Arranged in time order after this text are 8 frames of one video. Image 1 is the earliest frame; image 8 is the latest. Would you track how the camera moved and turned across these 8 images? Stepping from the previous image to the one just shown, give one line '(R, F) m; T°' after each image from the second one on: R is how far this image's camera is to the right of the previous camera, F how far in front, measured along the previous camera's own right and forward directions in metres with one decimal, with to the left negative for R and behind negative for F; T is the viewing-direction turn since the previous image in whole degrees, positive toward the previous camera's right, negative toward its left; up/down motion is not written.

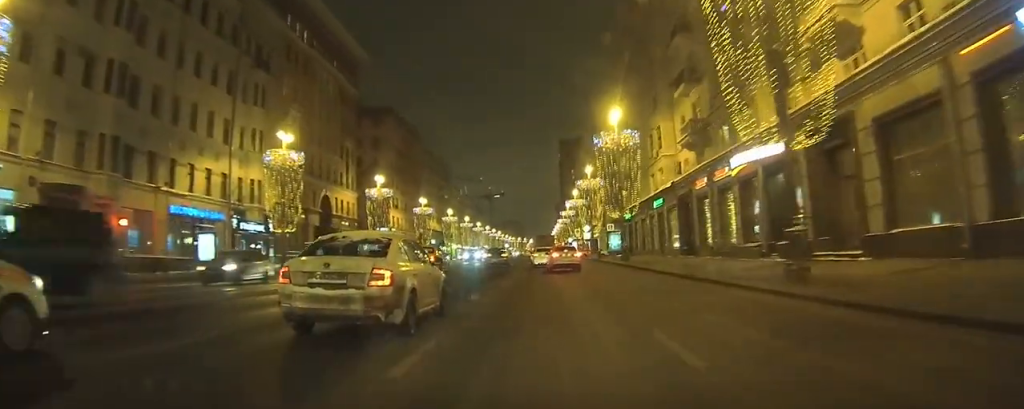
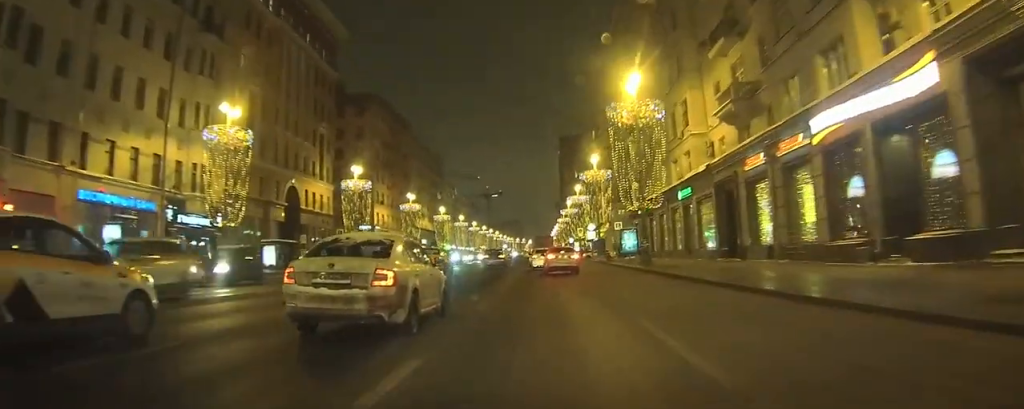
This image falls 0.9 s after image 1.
(+0.1, +9.3) m; -1°
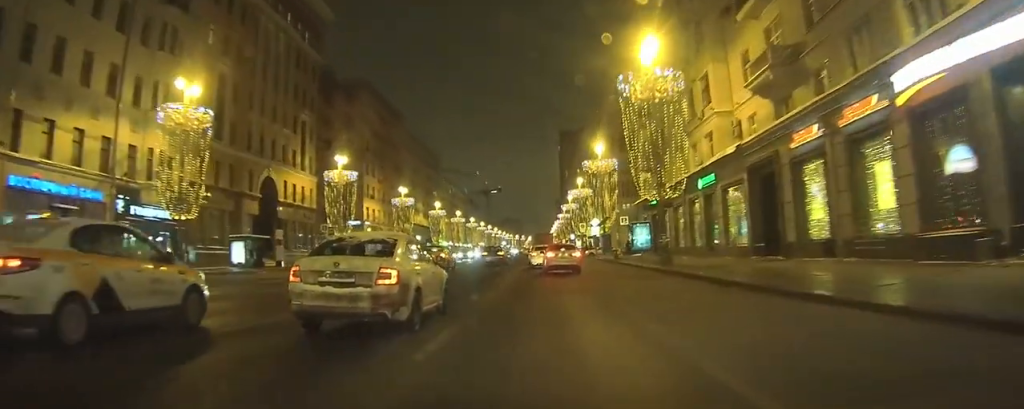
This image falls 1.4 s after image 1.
(-0.2, +5.2) m; -2°
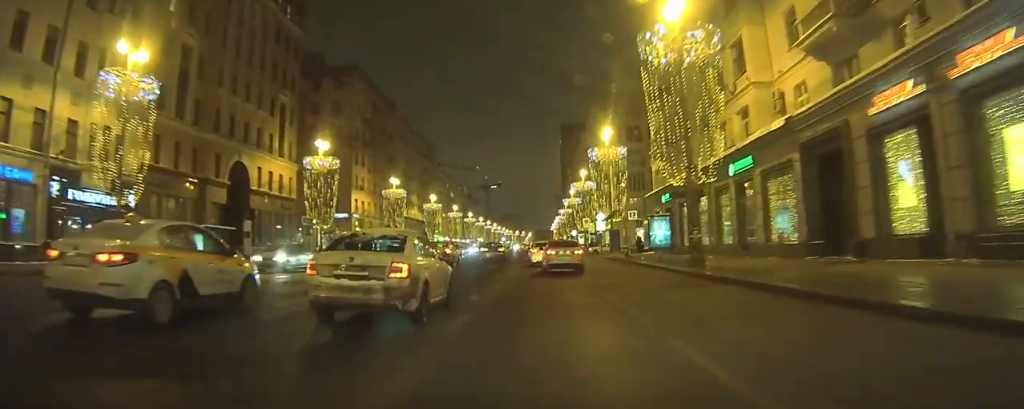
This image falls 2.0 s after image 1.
(-0.1, +5.8) m; -2°
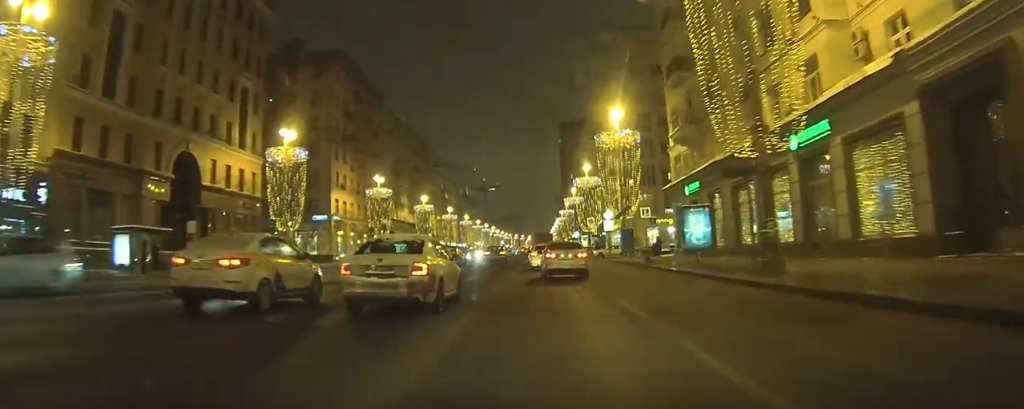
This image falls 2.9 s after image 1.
(-0.1, +7.8) m; -3°
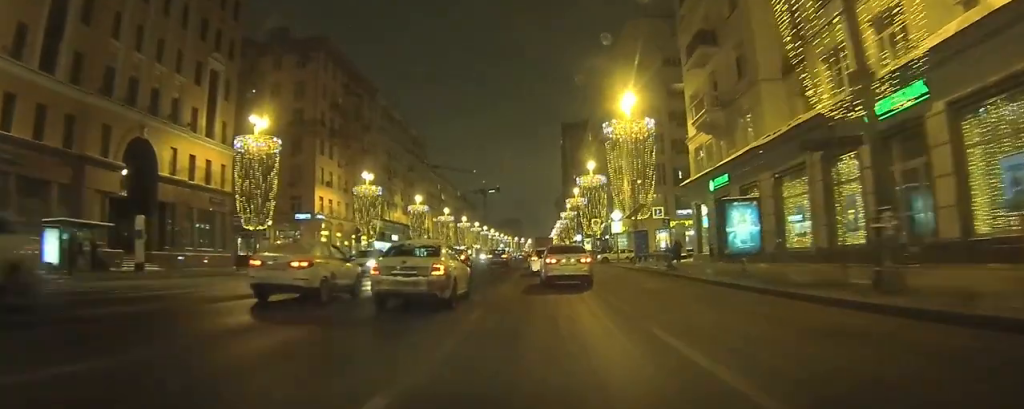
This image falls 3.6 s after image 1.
(-0.2, +5.5) m; +2°
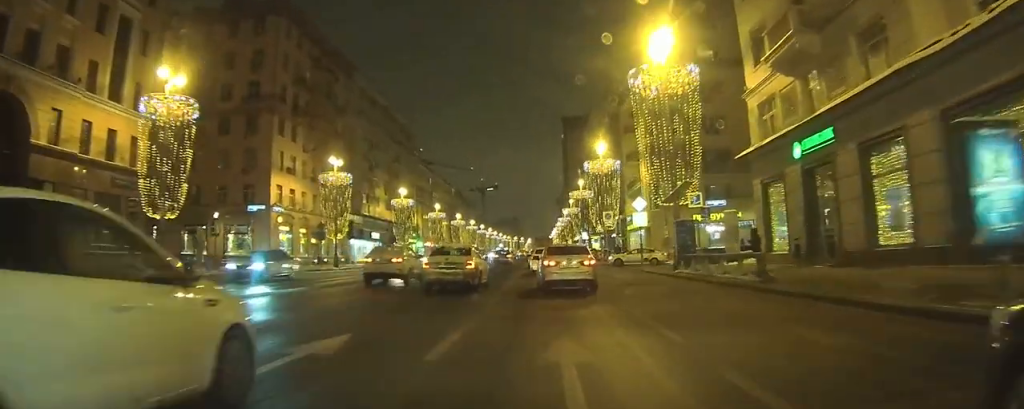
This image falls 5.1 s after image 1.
(+0.6, +11.6) m; +3°
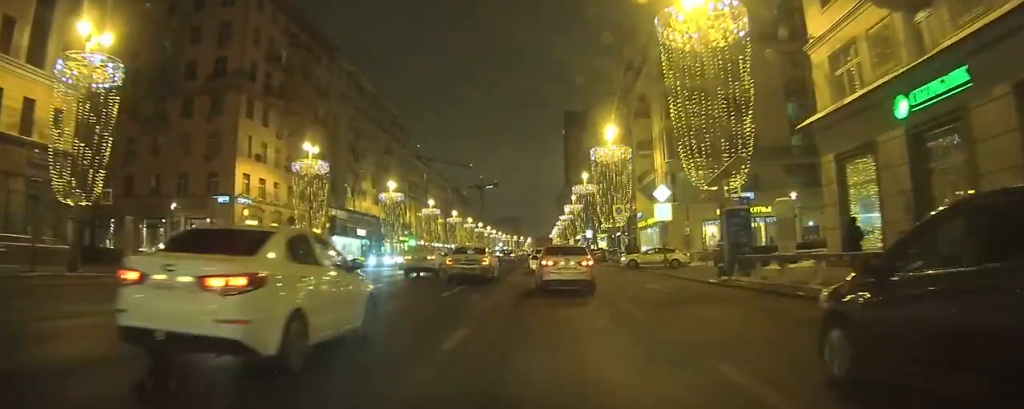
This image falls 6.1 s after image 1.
(-0.2, +7.0) m; 0°
